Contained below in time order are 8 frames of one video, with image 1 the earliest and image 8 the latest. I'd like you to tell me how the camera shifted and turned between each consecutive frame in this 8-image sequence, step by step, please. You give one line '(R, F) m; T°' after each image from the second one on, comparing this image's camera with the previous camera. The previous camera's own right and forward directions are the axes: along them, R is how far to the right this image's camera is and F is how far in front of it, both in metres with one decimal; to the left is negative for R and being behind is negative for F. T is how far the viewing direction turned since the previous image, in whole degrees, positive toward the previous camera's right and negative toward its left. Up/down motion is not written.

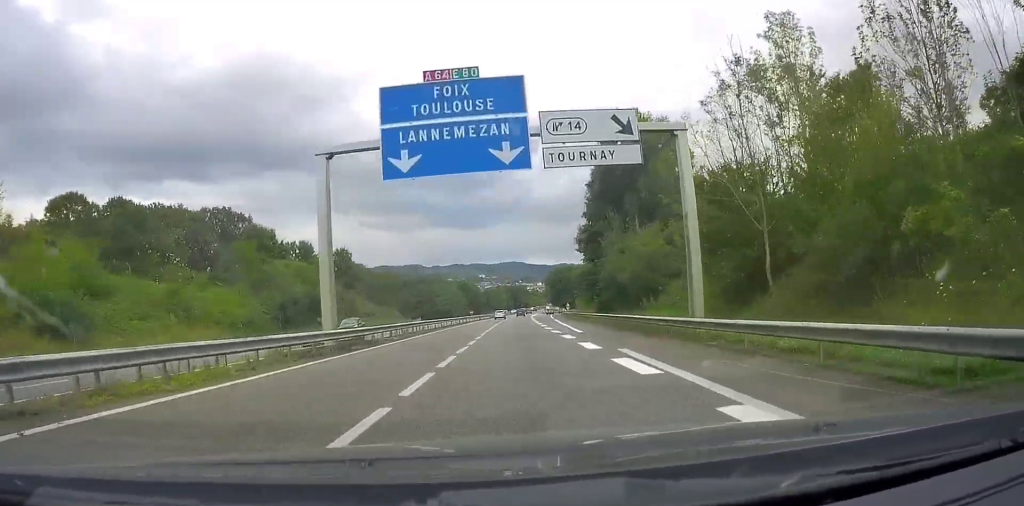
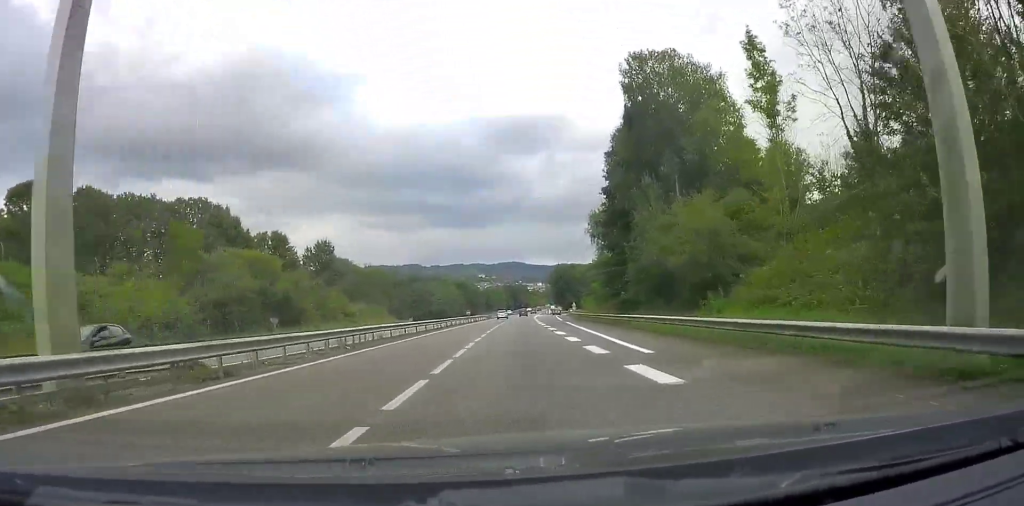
(-0.1, +13.6) m; 0°
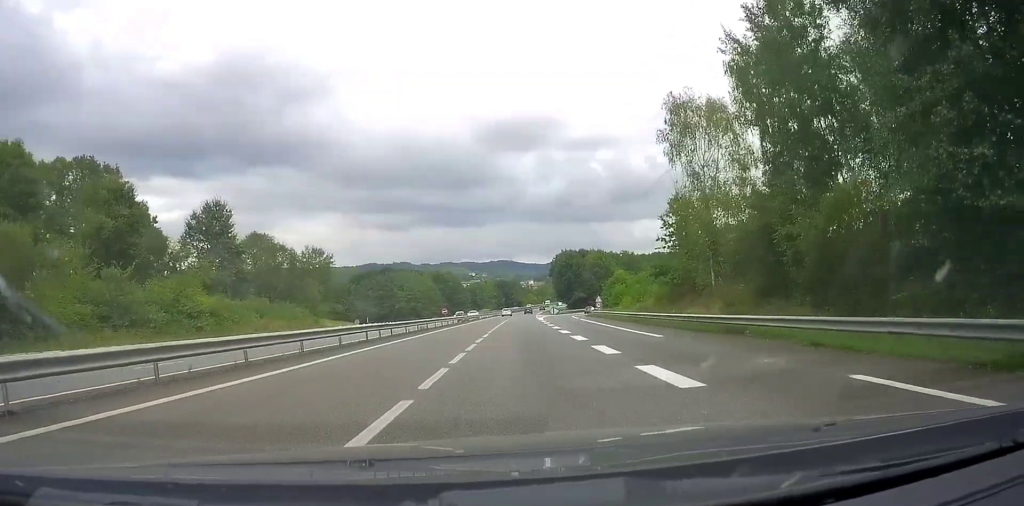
(+0.5, +44.7) m; +1°
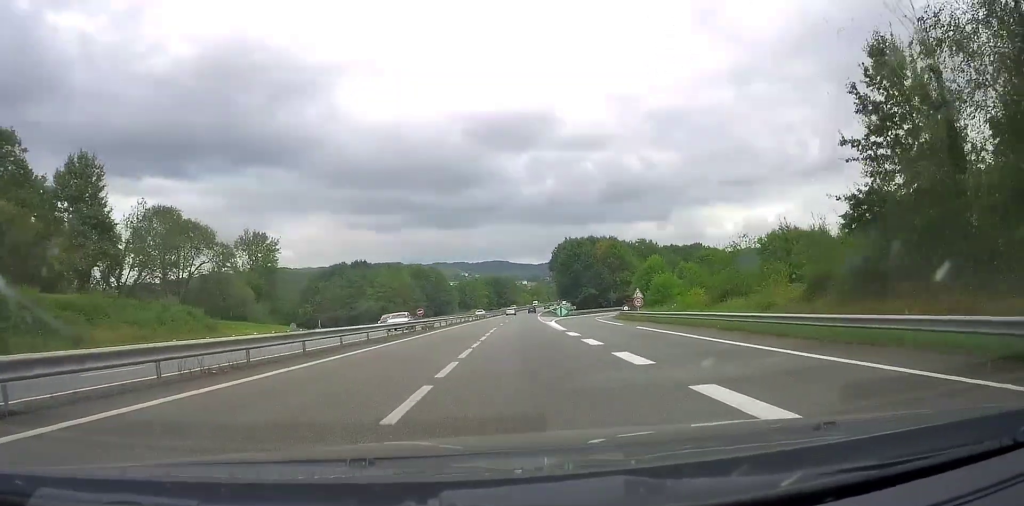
(+0.2, +28.8) m; +1°
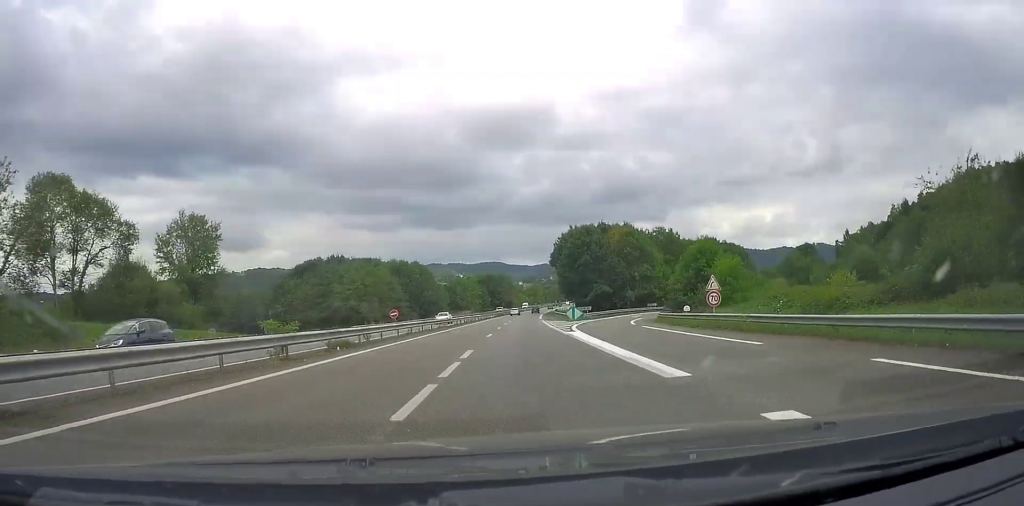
(+0.1, +21.2) m; +1°
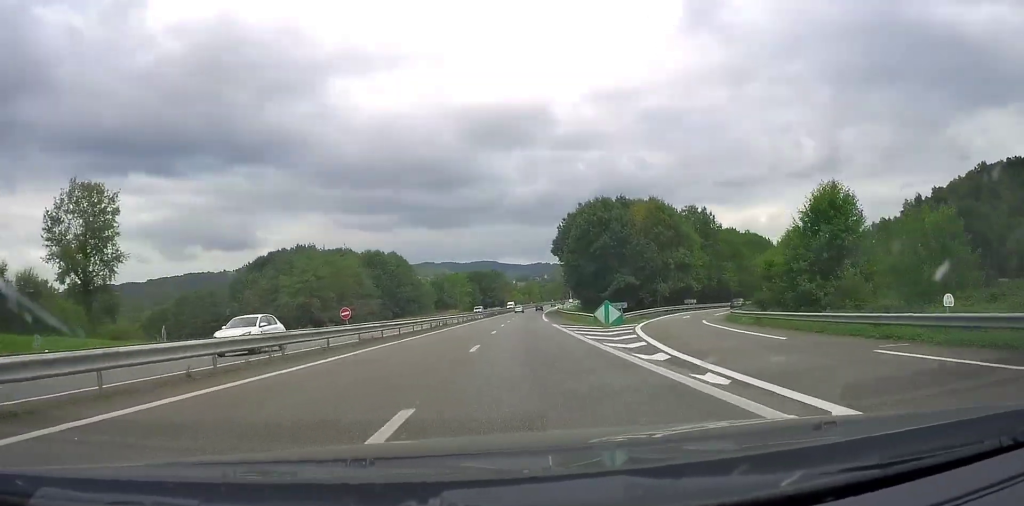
(+0.3, +23.9) m; +1°
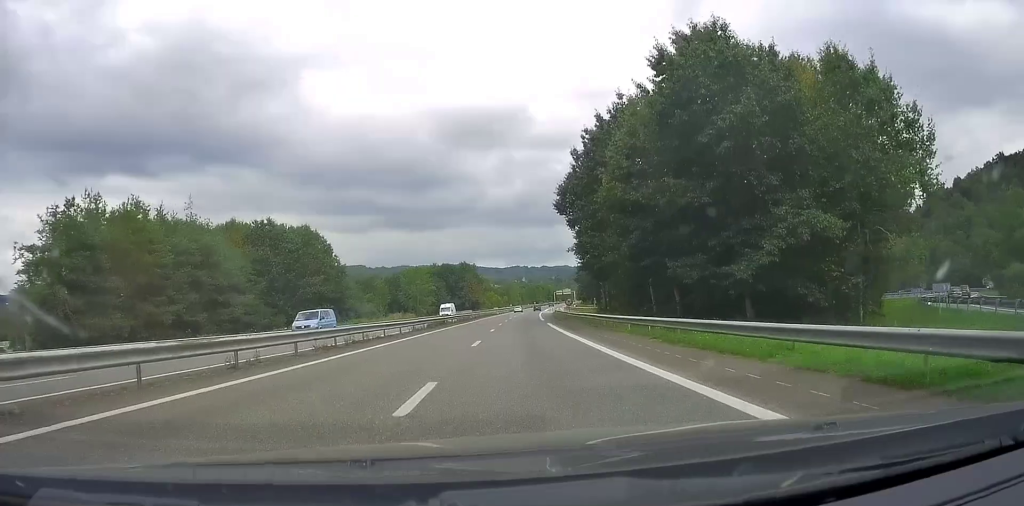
(-0.1, +49.0) m; 0°
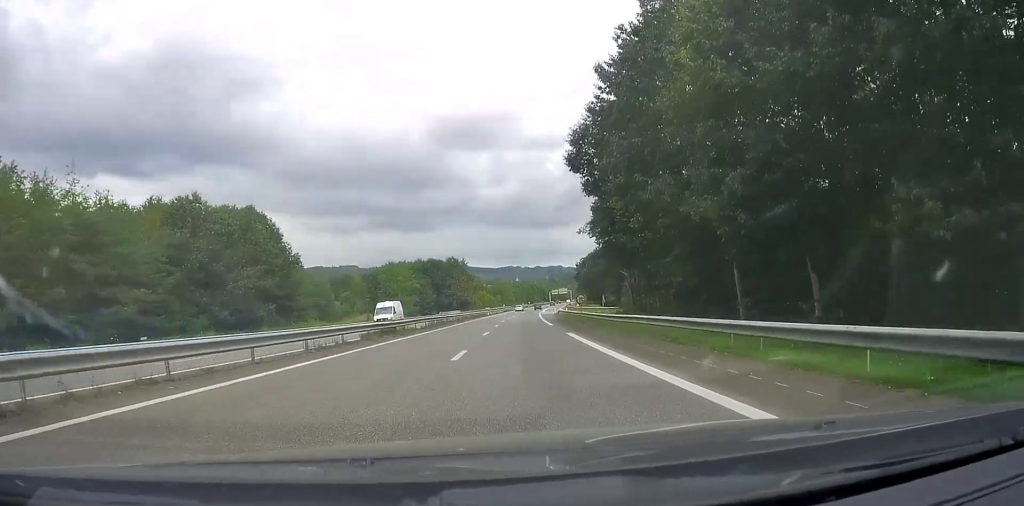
(0.0, +18.6) m; 0°
